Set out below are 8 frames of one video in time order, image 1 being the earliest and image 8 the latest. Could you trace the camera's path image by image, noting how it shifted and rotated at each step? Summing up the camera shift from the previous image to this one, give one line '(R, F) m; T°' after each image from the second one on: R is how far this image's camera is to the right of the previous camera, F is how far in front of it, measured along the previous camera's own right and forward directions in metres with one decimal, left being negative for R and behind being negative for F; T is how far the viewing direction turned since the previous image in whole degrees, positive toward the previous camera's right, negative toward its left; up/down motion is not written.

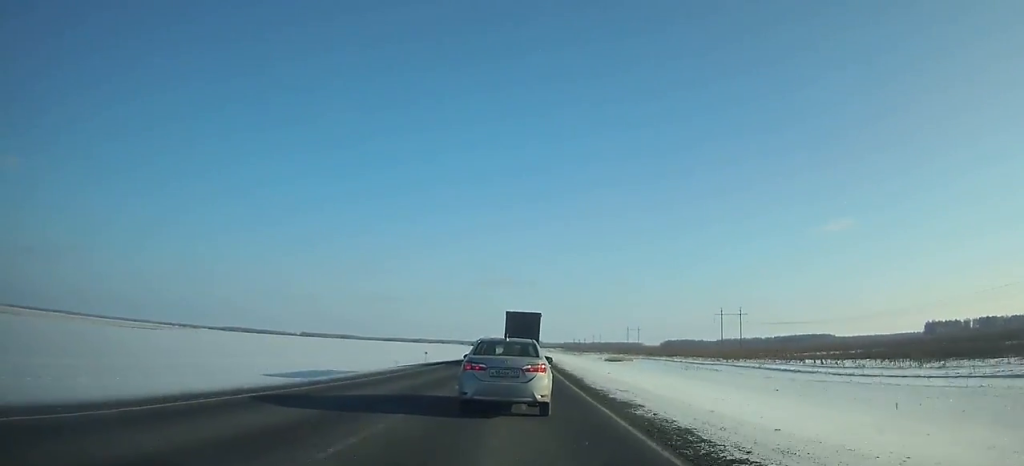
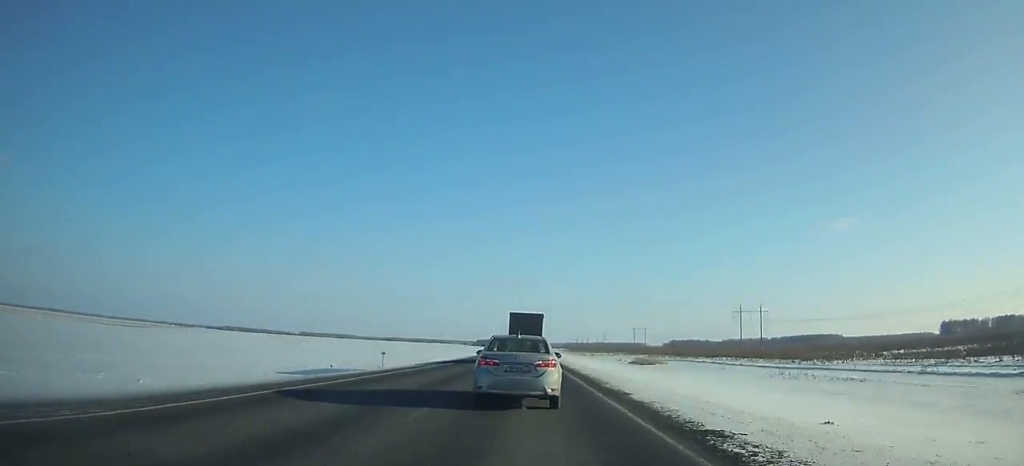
(0.0, +32.2) m; 0°
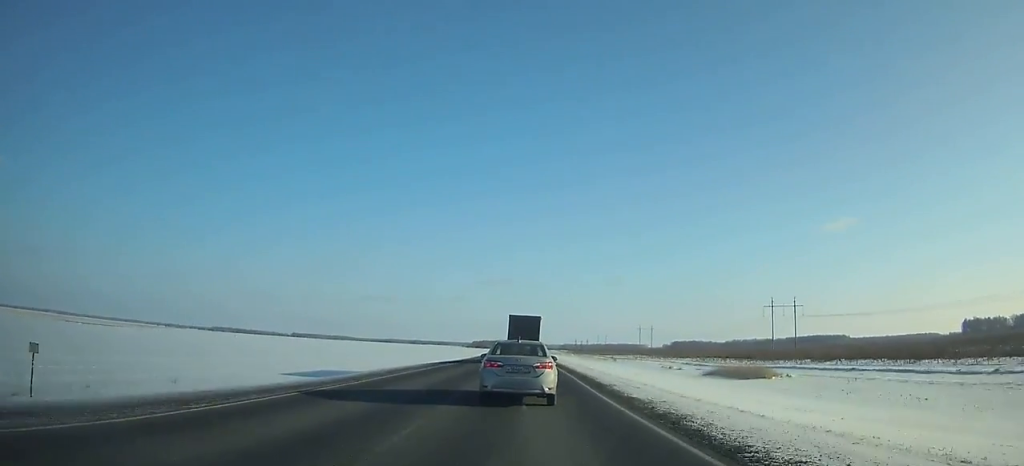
(0.0, +51.8) m; 0°
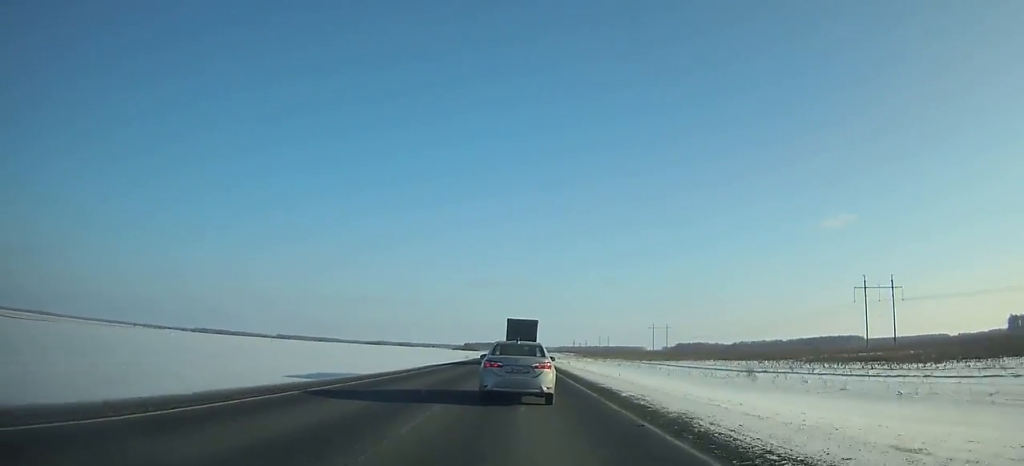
(+0.4, +94.8) m; 0°
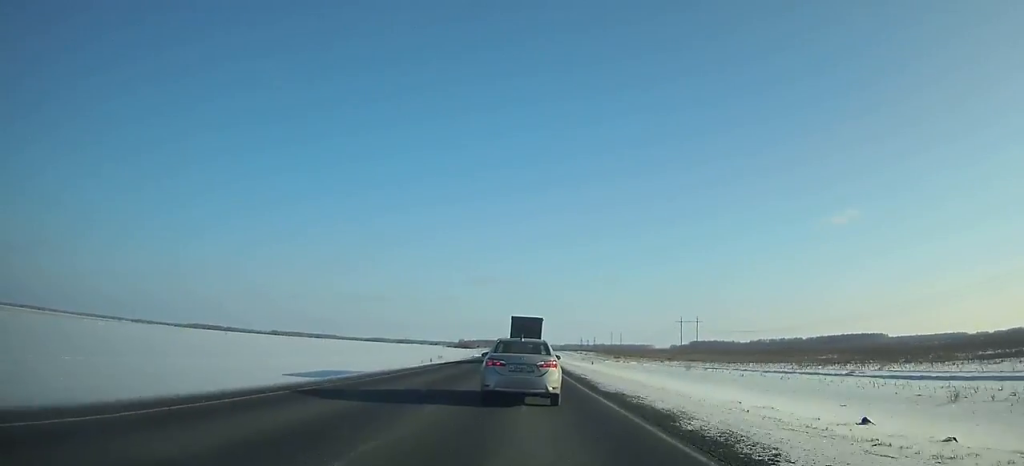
(-0.1, +85.5) m; 0°
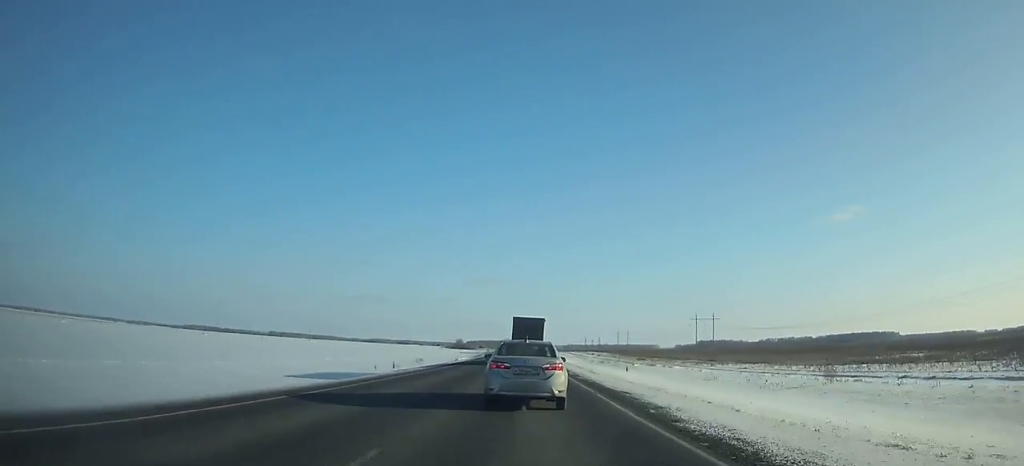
(-0.1, +36.4) m; 0°
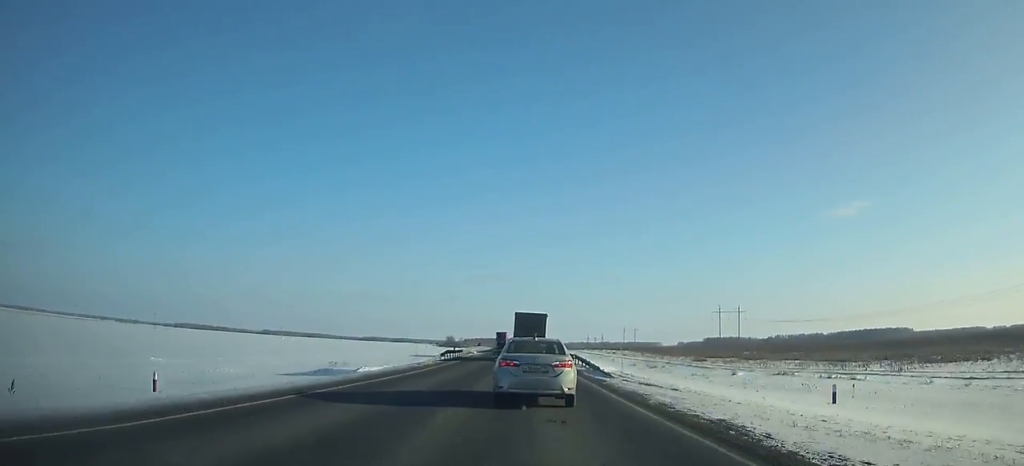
(0.0, +54.6) m; 0°
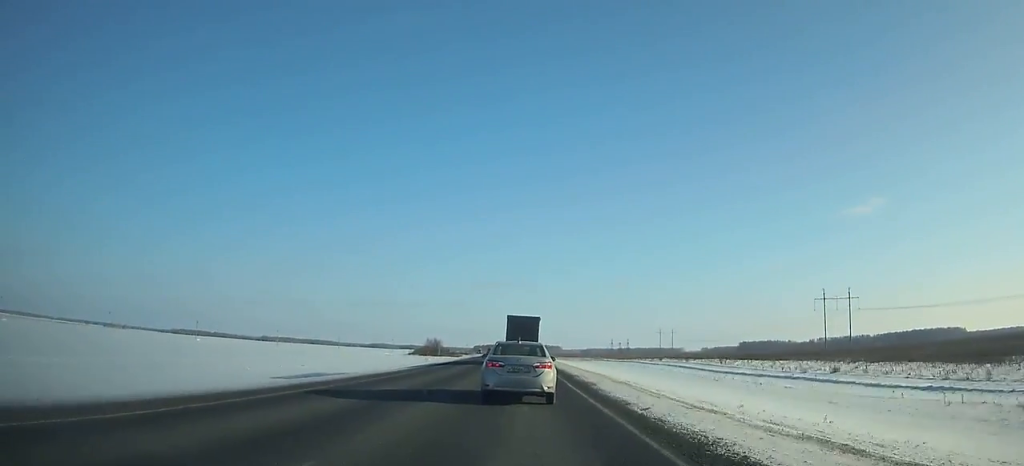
(-0.9, +124.8) m; -1°
